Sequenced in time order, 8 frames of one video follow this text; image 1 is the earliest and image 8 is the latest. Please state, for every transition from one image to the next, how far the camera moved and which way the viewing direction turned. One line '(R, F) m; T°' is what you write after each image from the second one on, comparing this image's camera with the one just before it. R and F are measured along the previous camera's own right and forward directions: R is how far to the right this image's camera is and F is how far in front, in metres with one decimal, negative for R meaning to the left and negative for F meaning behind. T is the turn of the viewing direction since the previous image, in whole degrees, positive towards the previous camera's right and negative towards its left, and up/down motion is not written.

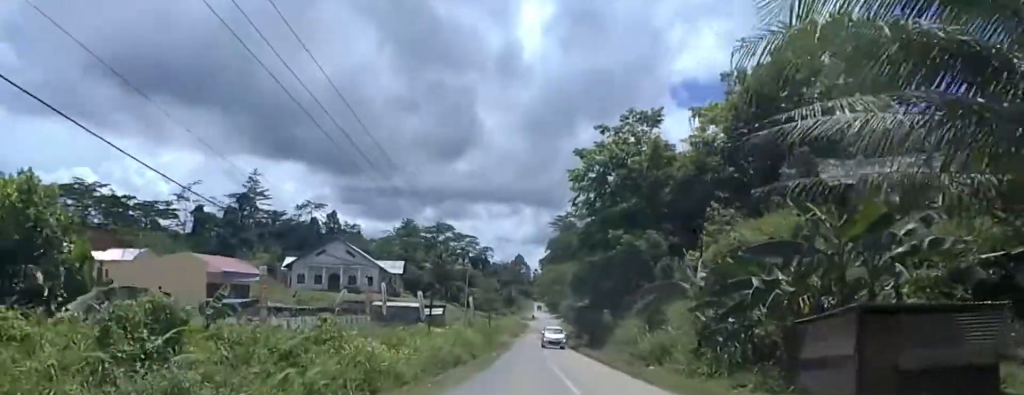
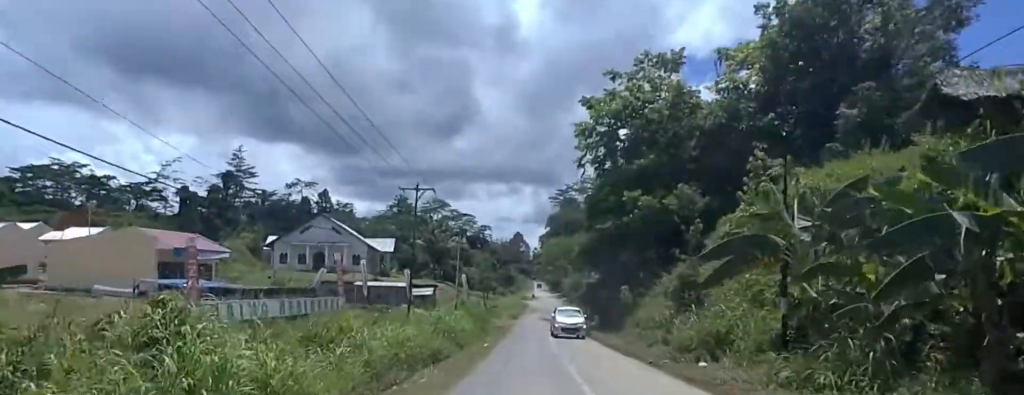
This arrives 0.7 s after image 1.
(-0.2, +7.9) m; -4°
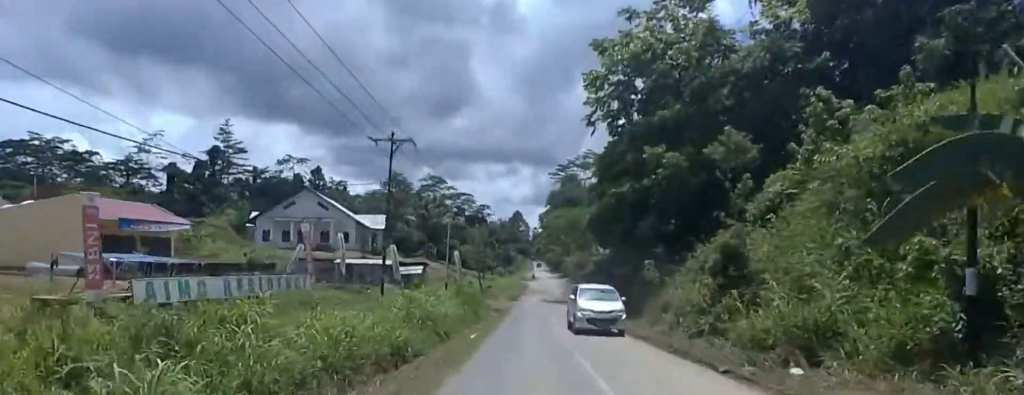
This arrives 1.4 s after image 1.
(-1.1, +6.9) m; -1°
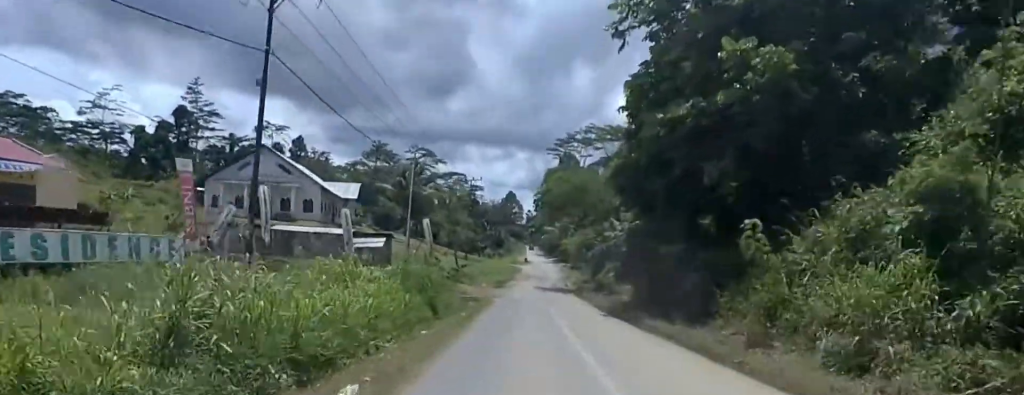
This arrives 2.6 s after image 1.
(+1.7, +13.4) m; +8°
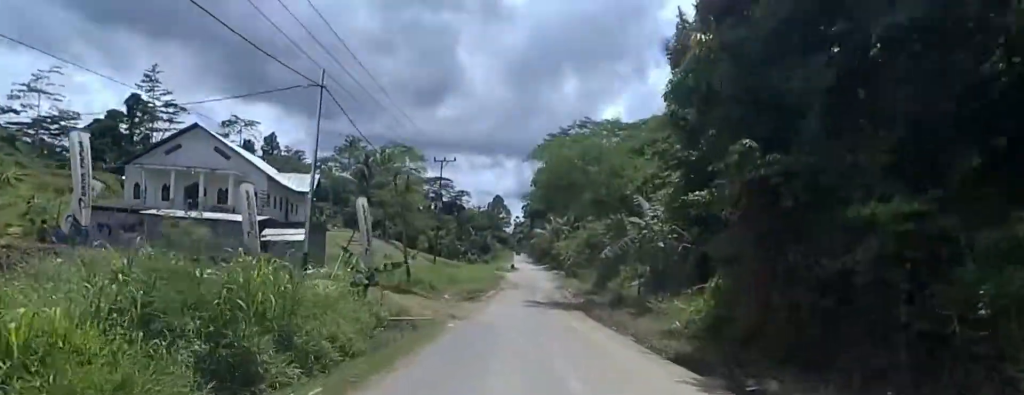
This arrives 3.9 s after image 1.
(-0.1, +13.9) m; -1°
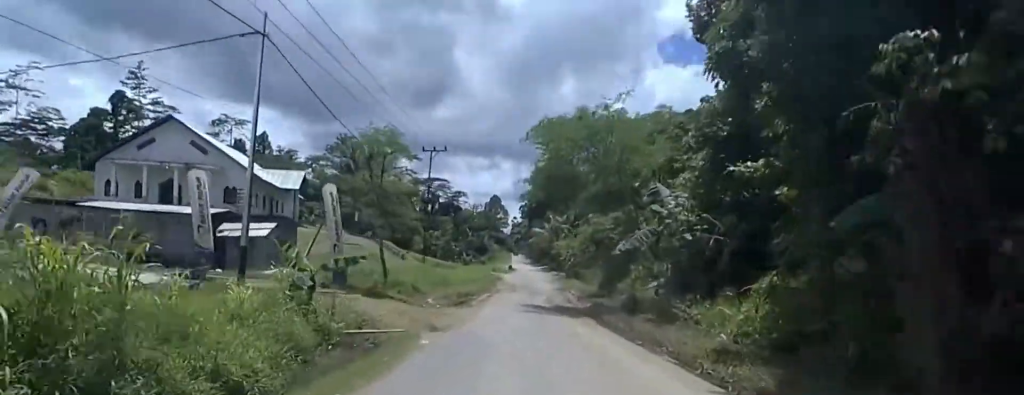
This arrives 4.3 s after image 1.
(0.0, +4.3) m; 0°
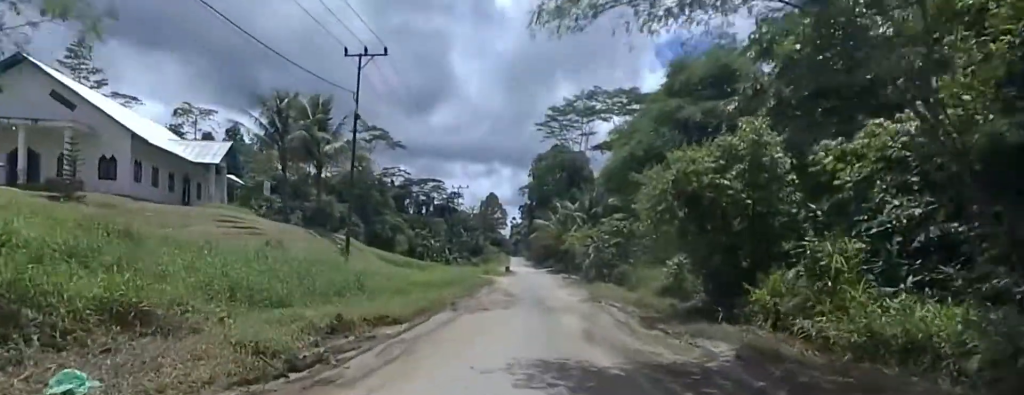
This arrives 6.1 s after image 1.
(-0.1, +18.4) m; 0°
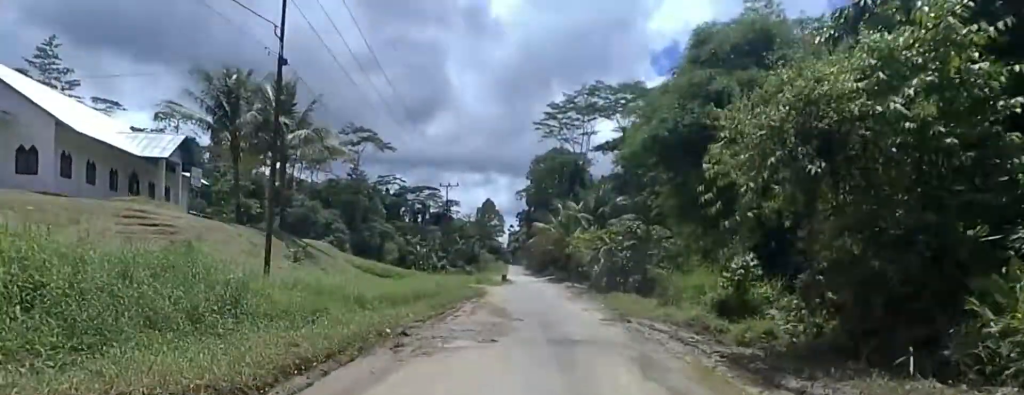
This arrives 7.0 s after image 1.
(0.0, +7.0) m; +3°
